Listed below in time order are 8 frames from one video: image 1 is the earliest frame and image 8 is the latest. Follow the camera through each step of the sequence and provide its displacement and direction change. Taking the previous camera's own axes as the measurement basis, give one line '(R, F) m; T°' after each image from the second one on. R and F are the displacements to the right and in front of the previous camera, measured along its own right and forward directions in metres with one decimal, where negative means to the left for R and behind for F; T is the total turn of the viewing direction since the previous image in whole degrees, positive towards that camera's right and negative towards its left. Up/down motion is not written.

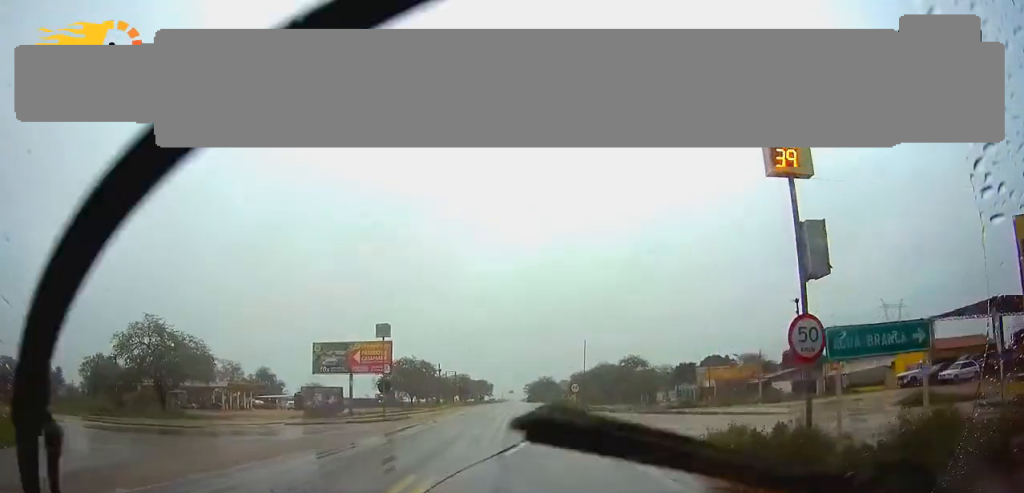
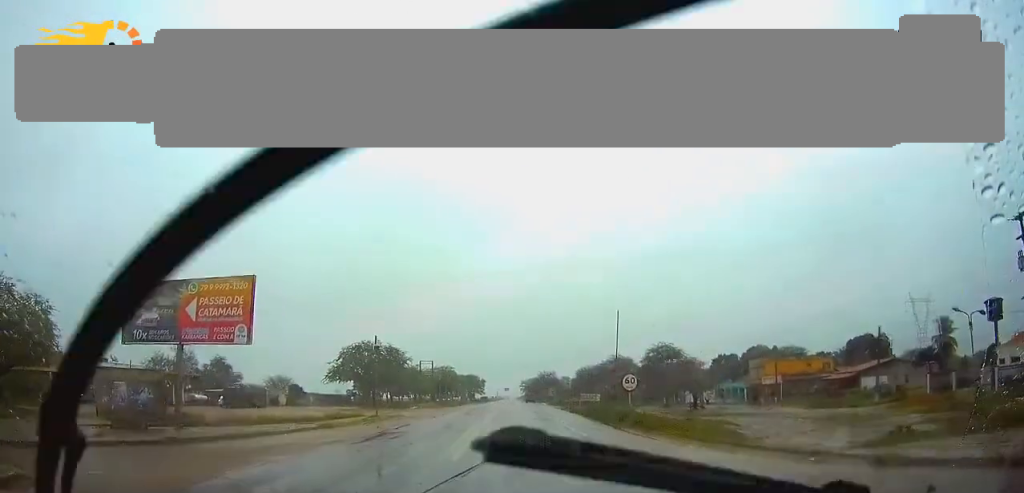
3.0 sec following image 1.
(-0.2, +33.5) m; 0°
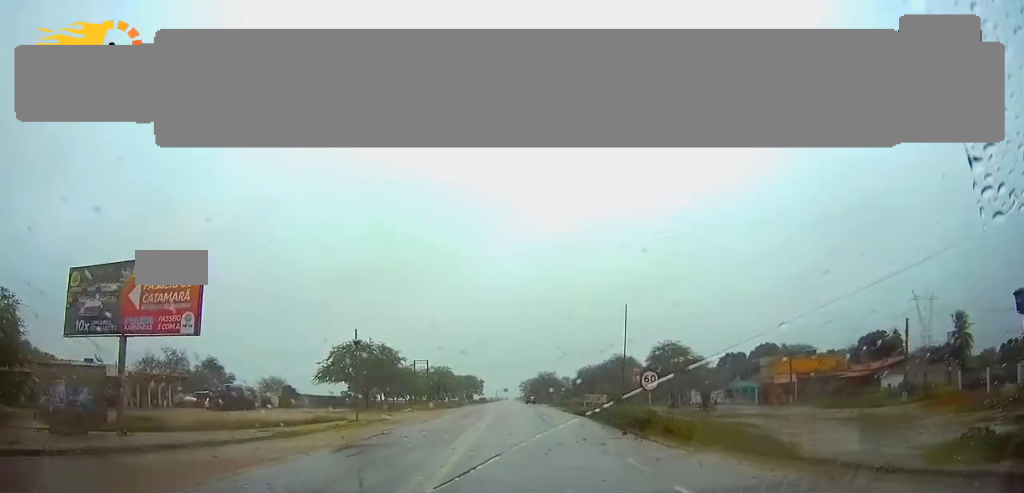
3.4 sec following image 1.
(0.0, +5.3) m; 0°
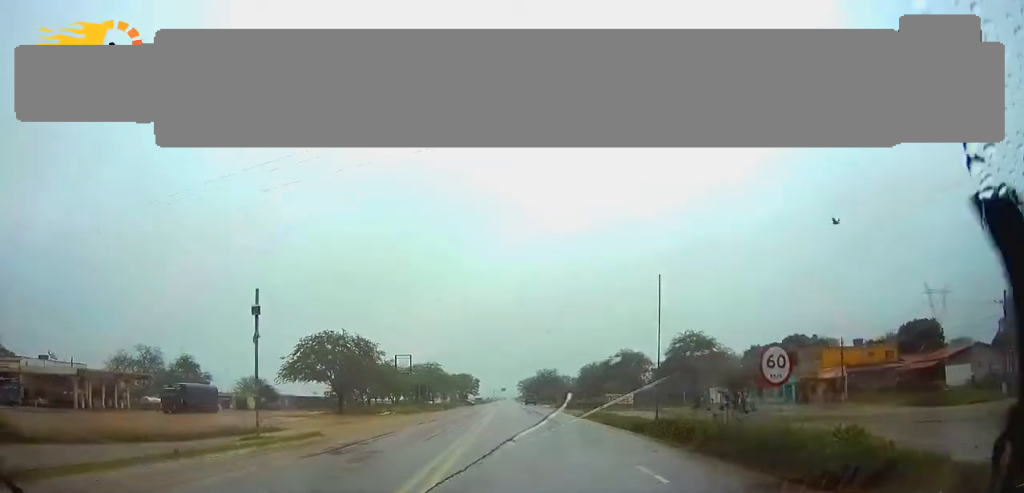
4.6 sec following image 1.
(+0.1, +14.8) m; 0°
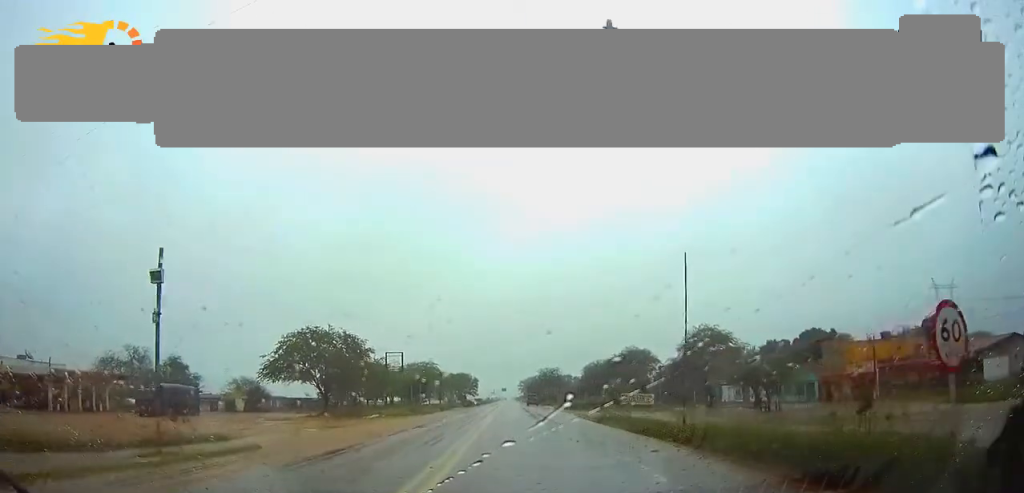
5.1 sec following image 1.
(0.0, +7.0) m; 0°
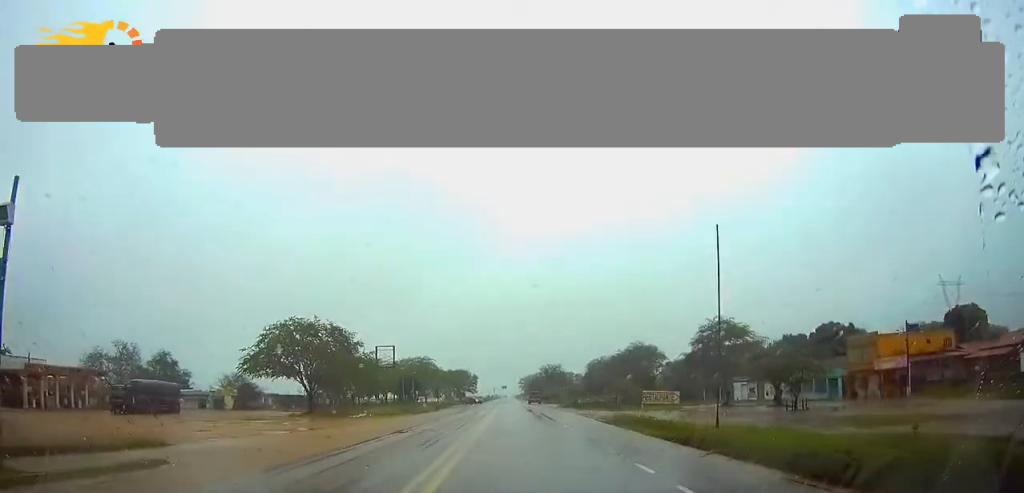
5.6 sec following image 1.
(-0.1, +6.2) m; 0°
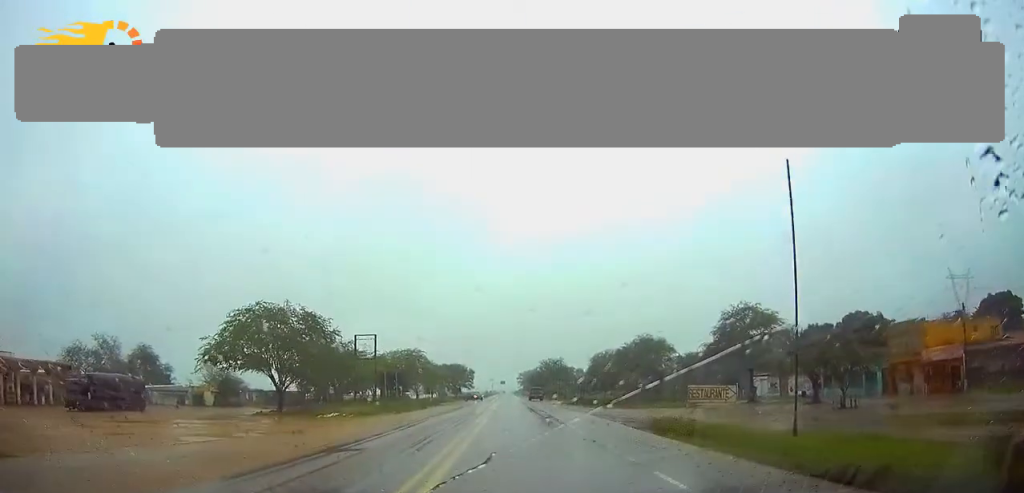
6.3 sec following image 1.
(0.0, +9.3) m; 0°
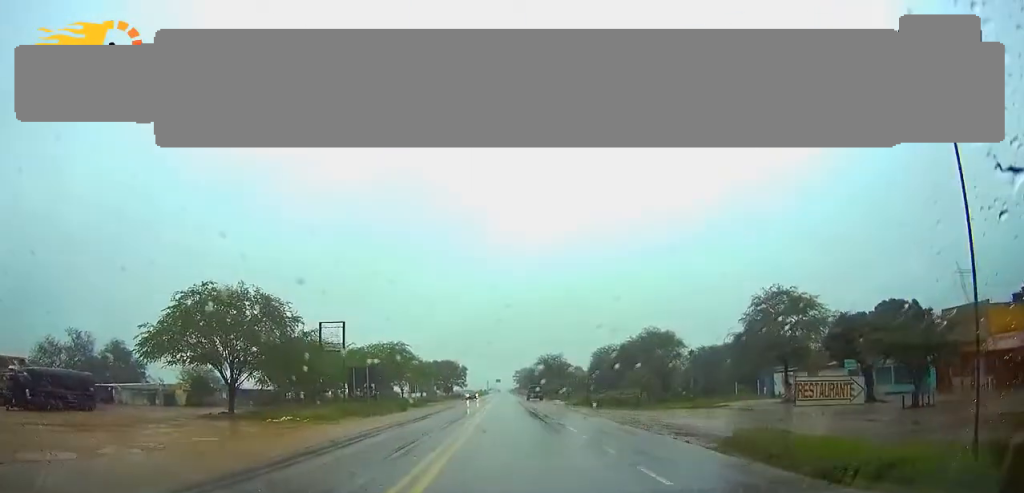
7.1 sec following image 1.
(+0.1, +10.7) m; 0°
